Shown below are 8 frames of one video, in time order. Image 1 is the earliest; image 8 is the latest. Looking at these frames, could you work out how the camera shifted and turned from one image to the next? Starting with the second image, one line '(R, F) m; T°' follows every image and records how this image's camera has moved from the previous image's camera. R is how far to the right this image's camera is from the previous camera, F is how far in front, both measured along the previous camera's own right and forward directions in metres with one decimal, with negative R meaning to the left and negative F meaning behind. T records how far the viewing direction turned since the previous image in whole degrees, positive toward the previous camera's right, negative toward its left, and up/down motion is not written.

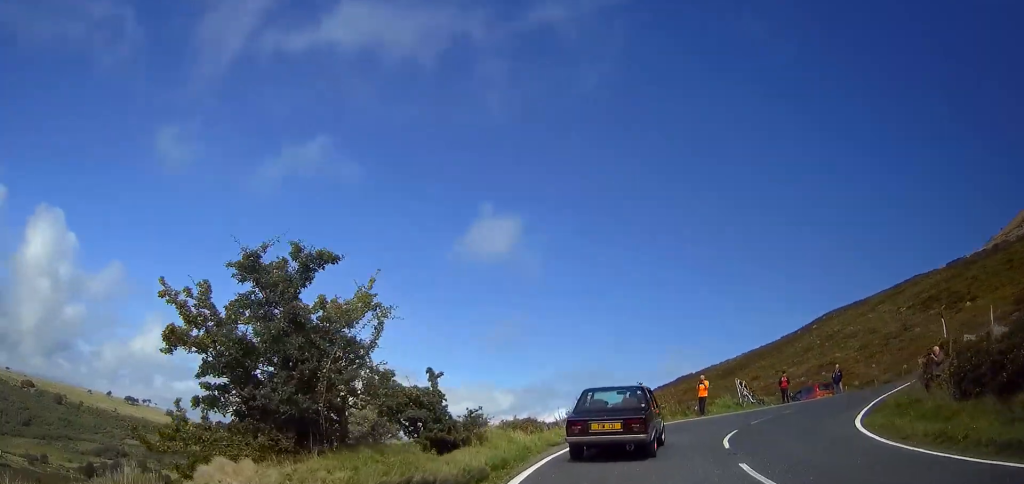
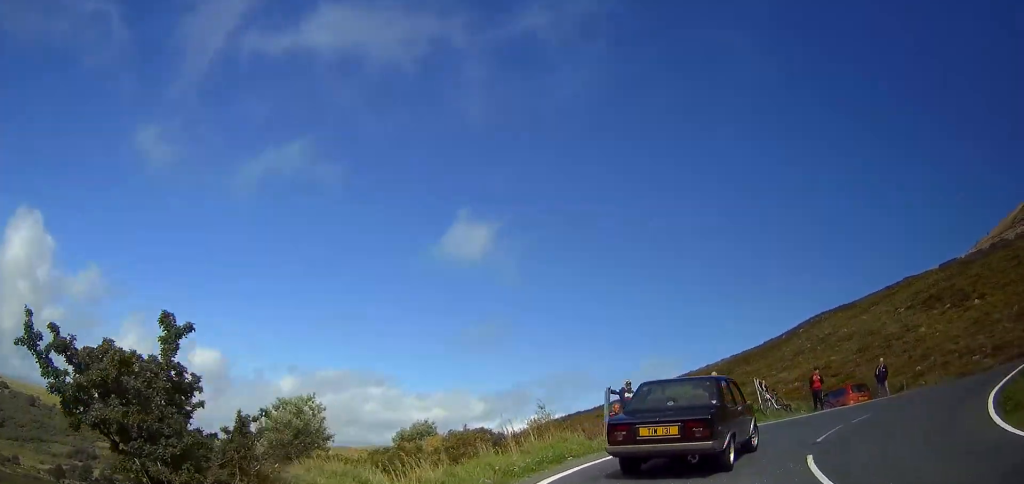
(-0.8, +8.2) m; -3°
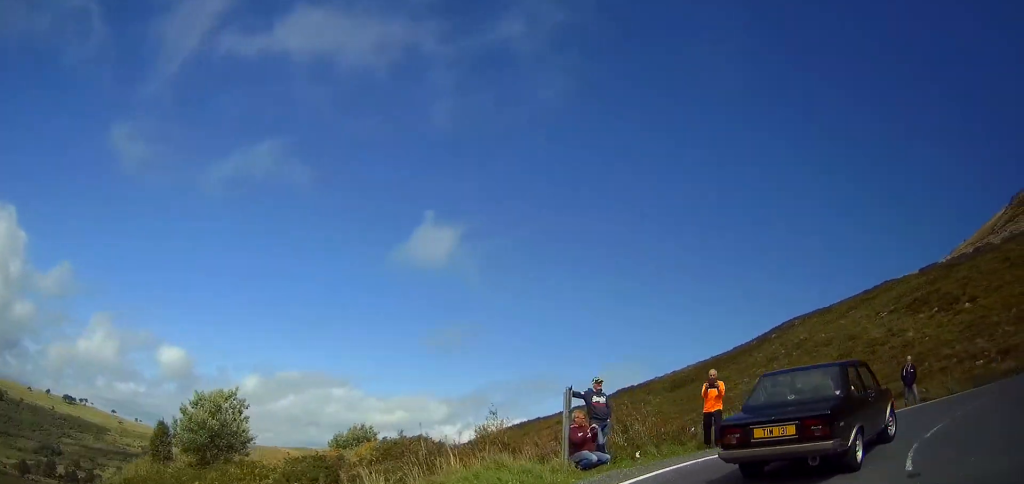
(0.0, +5.2) m; +7°
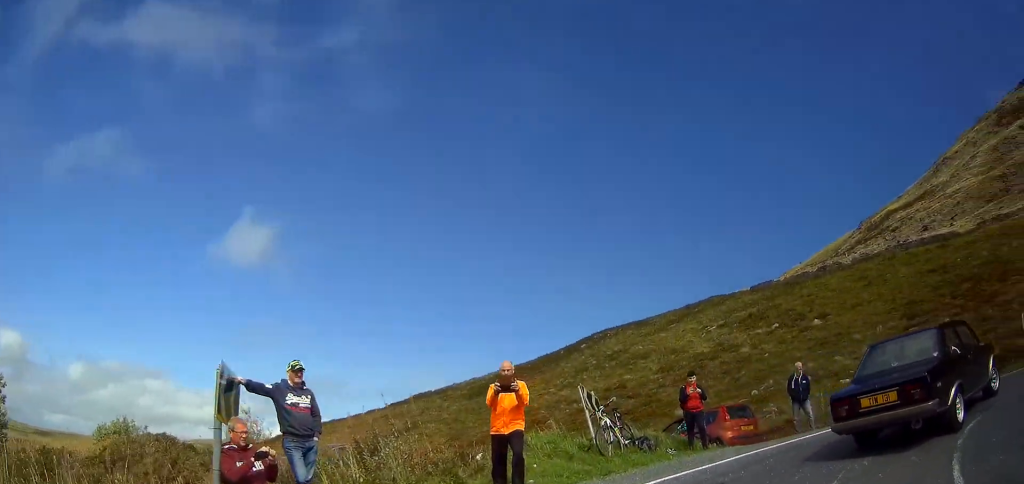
(+1.2, +5.4) m; +22°
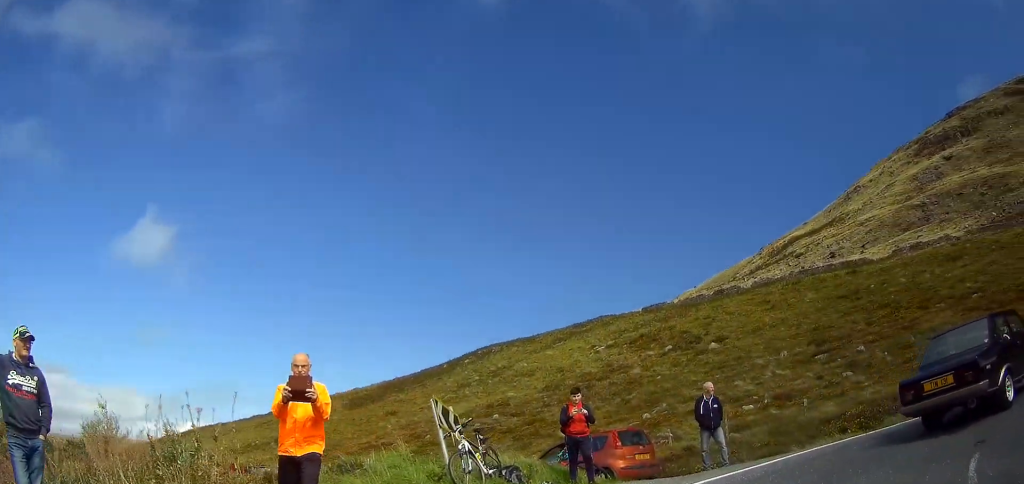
(+0.4, +2.9) m; +9°
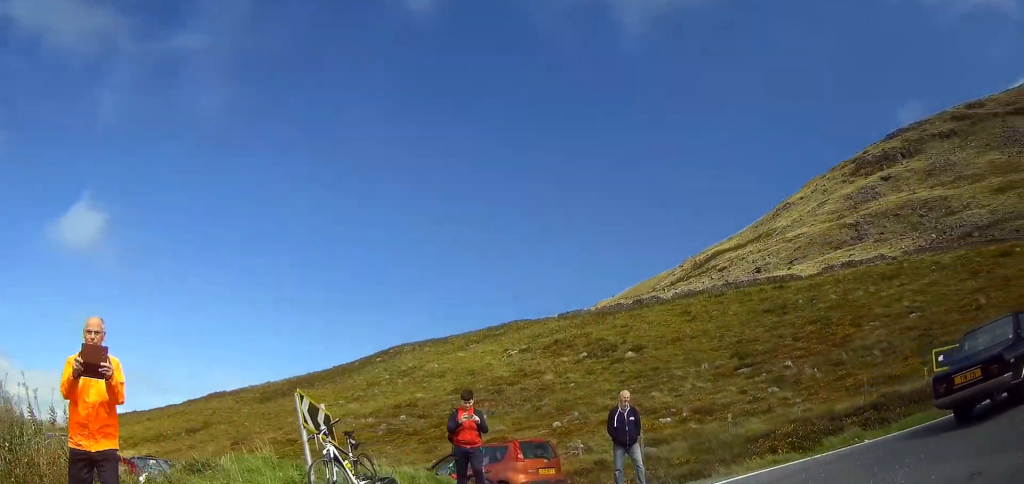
(+0.1, +1.3) m; +8°
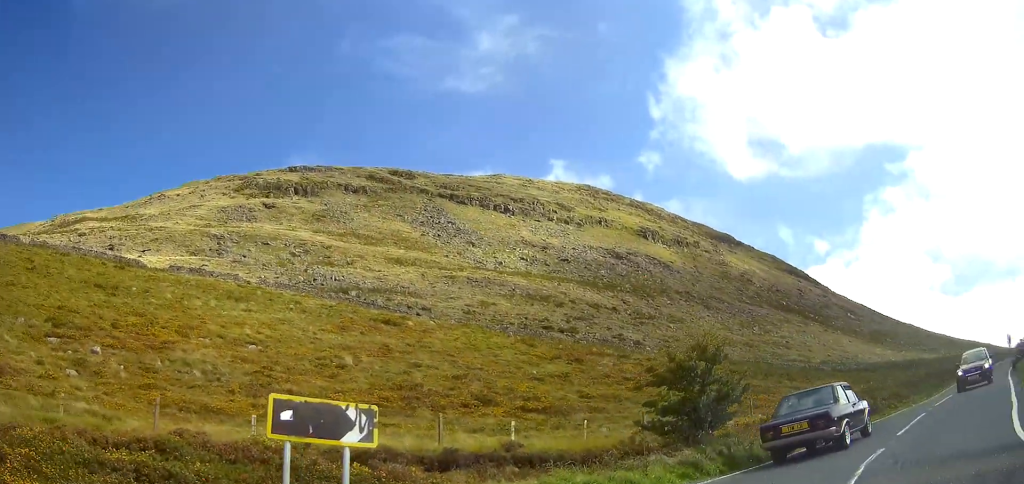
(+3.0, +6.4) m; +52°
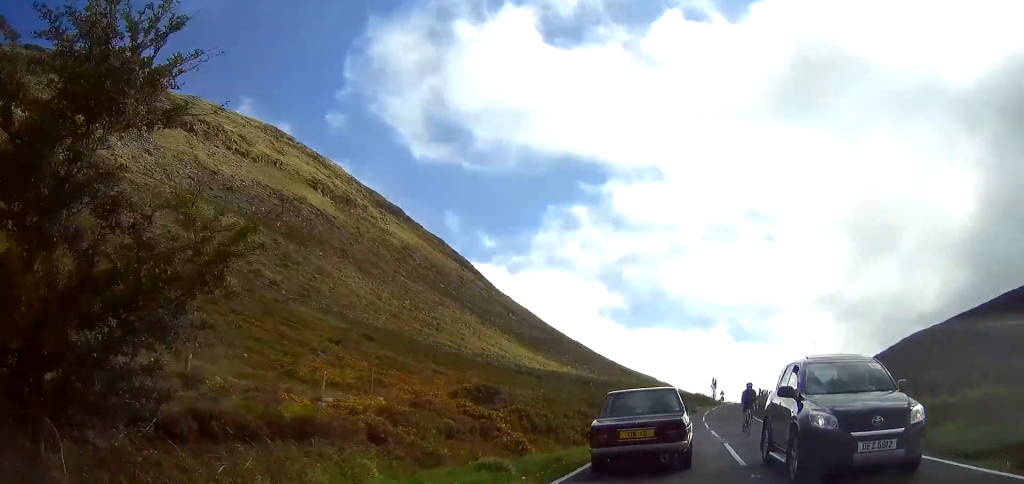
(+3.4, +11.2) m; +25°
